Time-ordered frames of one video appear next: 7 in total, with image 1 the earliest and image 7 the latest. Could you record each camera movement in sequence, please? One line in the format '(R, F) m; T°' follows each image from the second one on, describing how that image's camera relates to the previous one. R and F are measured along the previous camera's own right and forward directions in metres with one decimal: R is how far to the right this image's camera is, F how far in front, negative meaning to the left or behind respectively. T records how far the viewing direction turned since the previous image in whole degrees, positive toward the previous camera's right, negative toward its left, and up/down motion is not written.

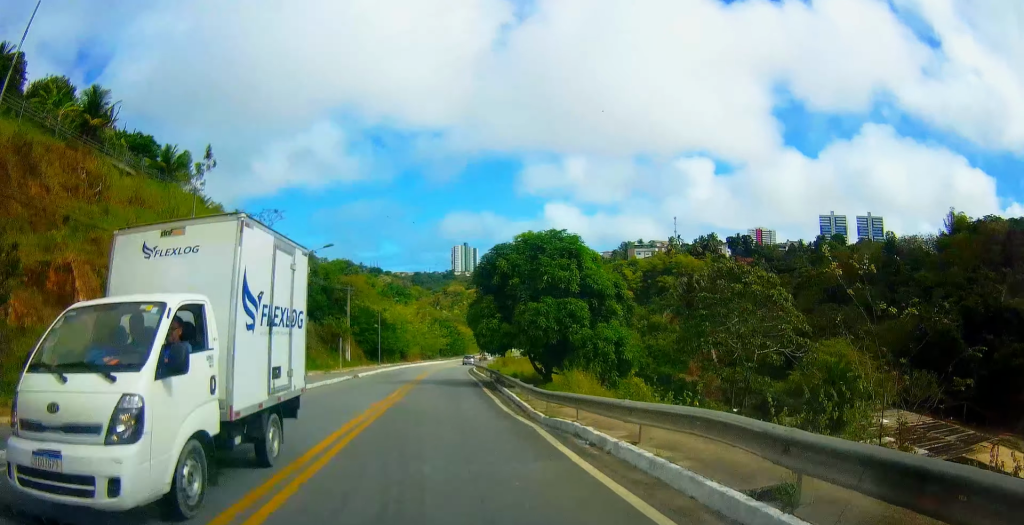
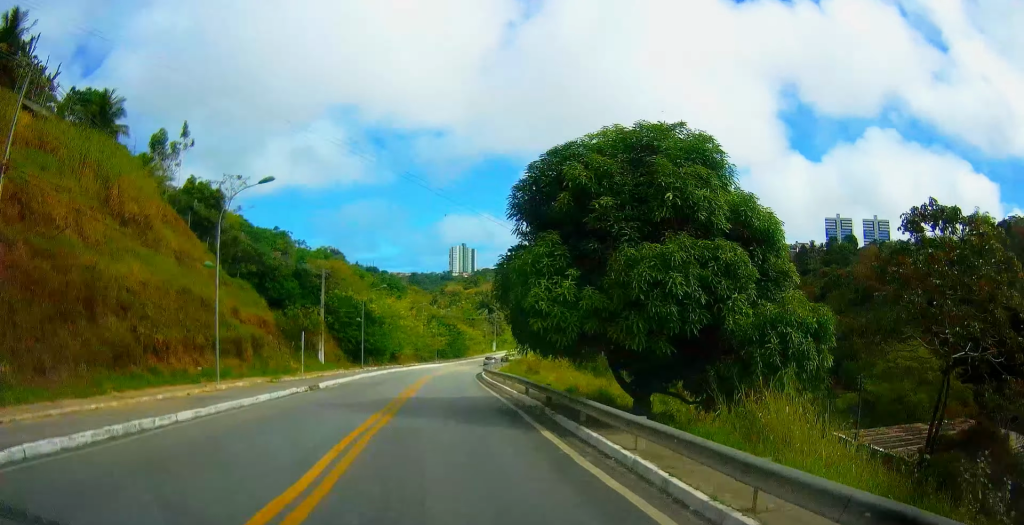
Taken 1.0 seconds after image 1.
(+0.8, +15.3) m; +2°
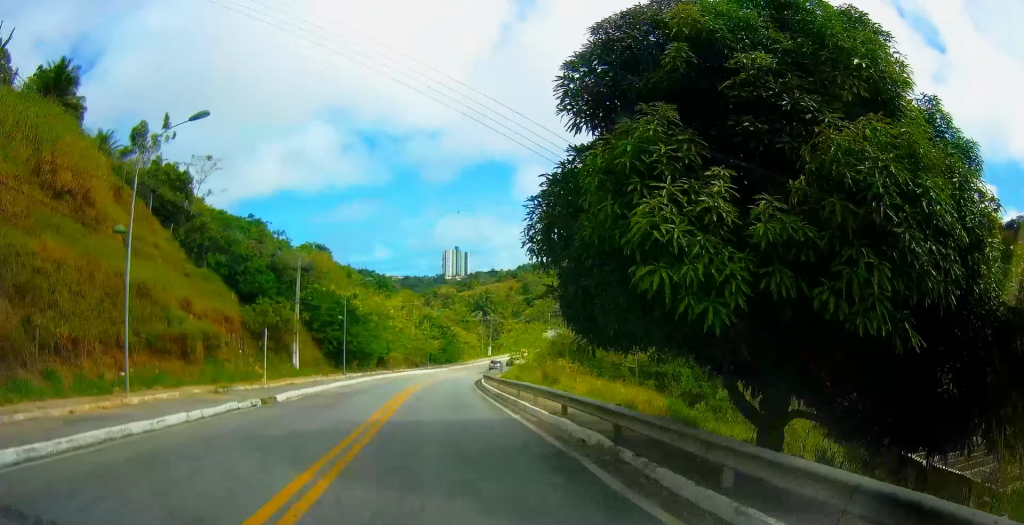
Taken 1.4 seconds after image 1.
(-0.2, +7.6) m; +1°
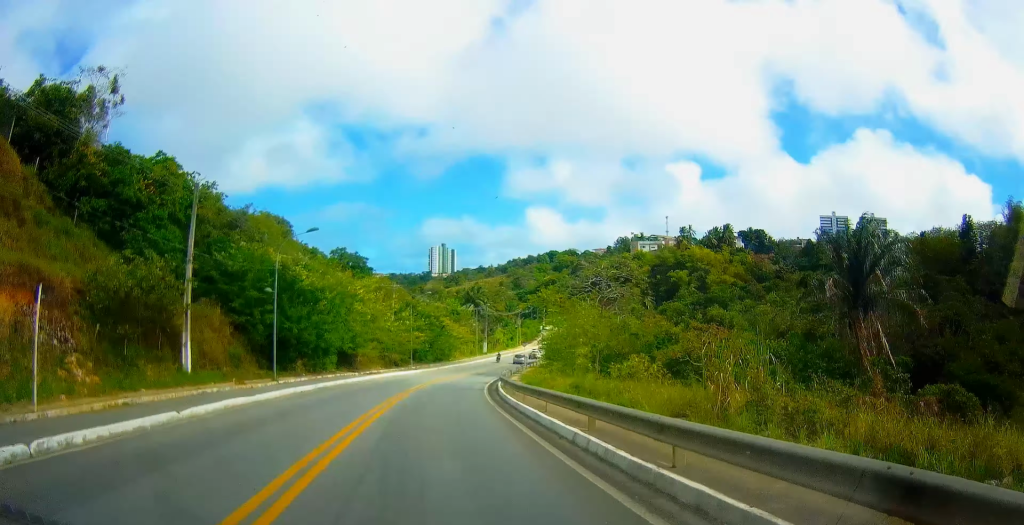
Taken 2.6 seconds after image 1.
(+0.5, +20.4) m; +3°
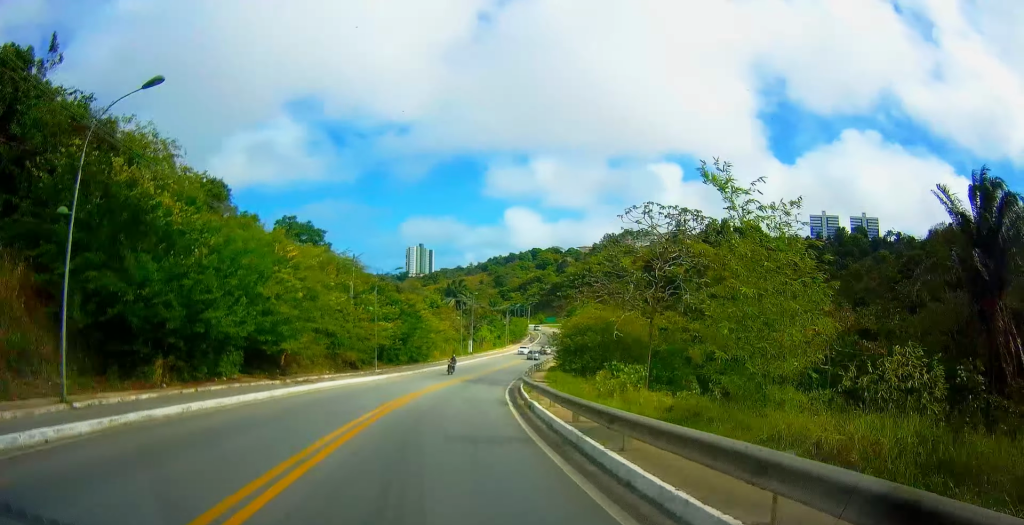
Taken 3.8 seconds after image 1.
(+0.4, +19.7) m; +1°
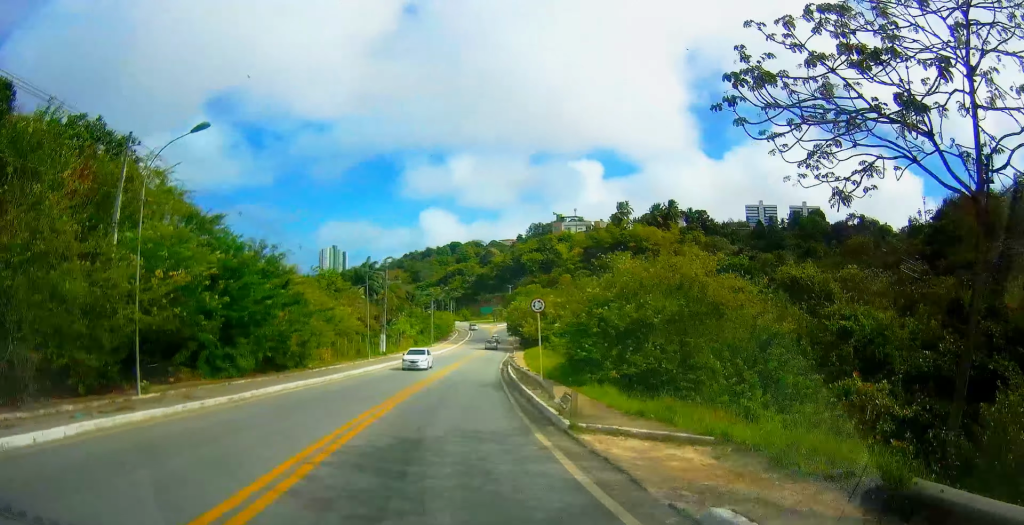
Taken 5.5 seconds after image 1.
(+1.1, +31.7) m; +4°
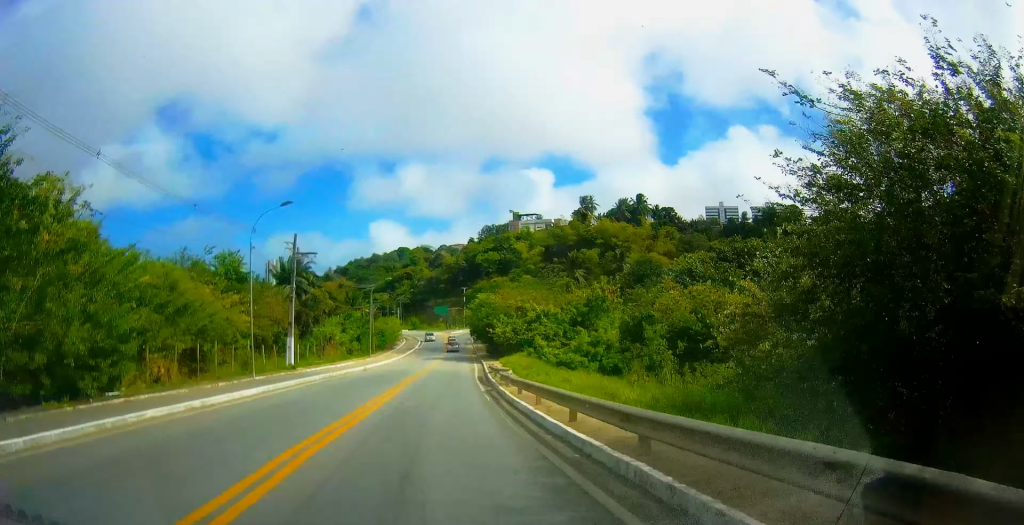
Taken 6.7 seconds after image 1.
(+0.3, +22.3) m; +4°
